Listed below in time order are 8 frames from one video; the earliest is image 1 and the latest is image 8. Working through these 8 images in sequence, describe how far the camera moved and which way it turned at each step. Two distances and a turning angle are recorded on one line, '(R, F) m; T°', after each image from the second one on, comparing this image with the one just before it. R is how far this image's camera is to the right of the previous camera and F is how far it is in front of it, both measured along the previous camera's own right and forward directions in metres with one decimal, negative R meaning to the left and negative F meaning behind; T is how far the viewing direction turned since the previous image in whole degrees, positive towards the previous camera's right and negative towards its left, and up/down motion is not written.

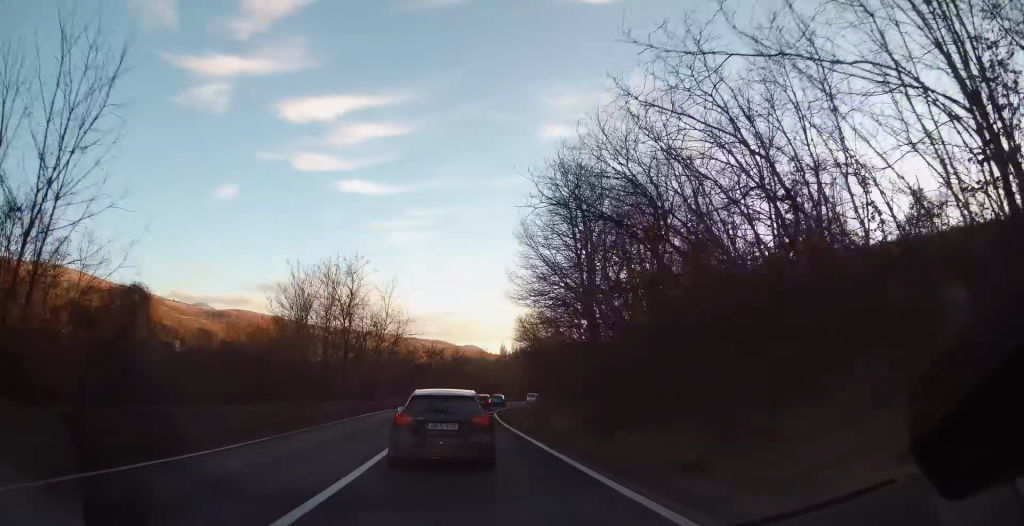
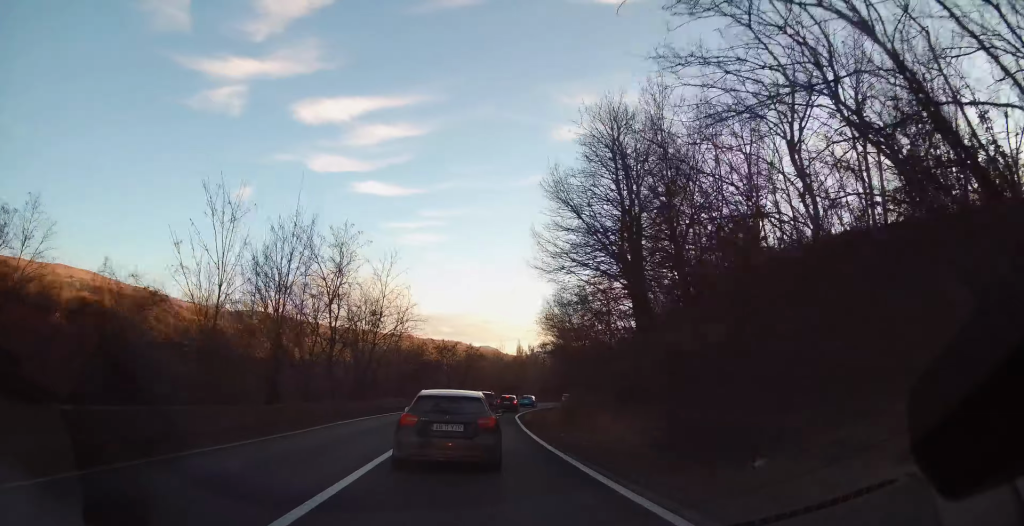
(-0.2, +8.5) m; -2°
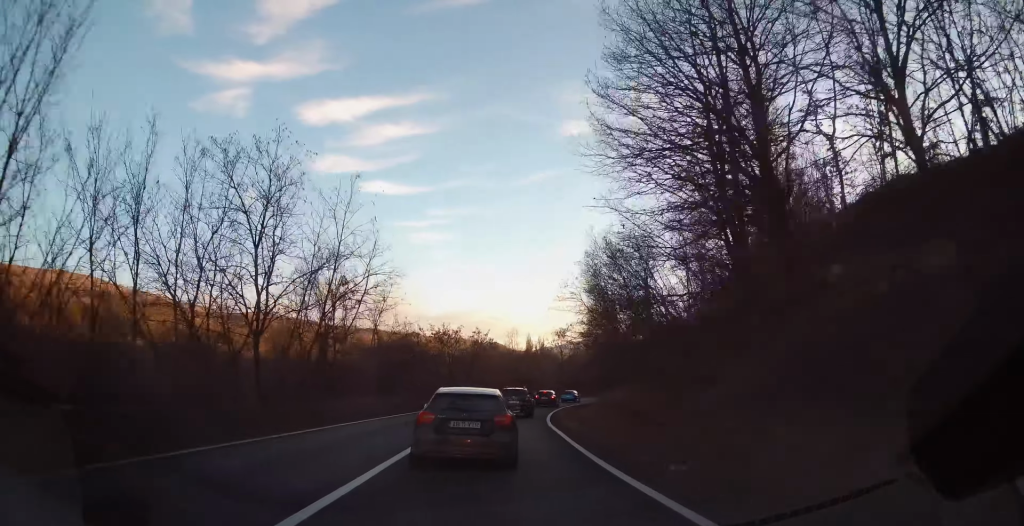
(-0.2, +13.4) m; +1°
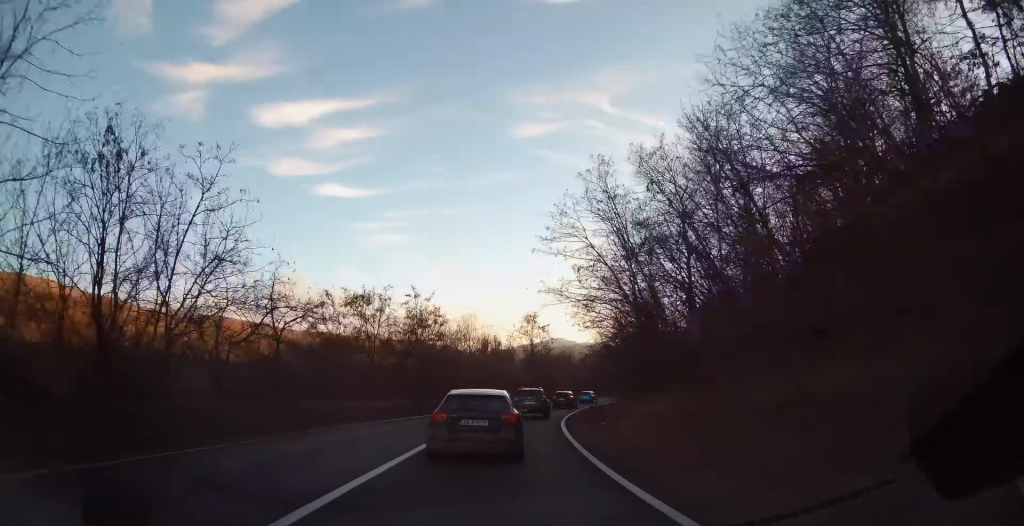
(+0.9, +21.4) m; +5°
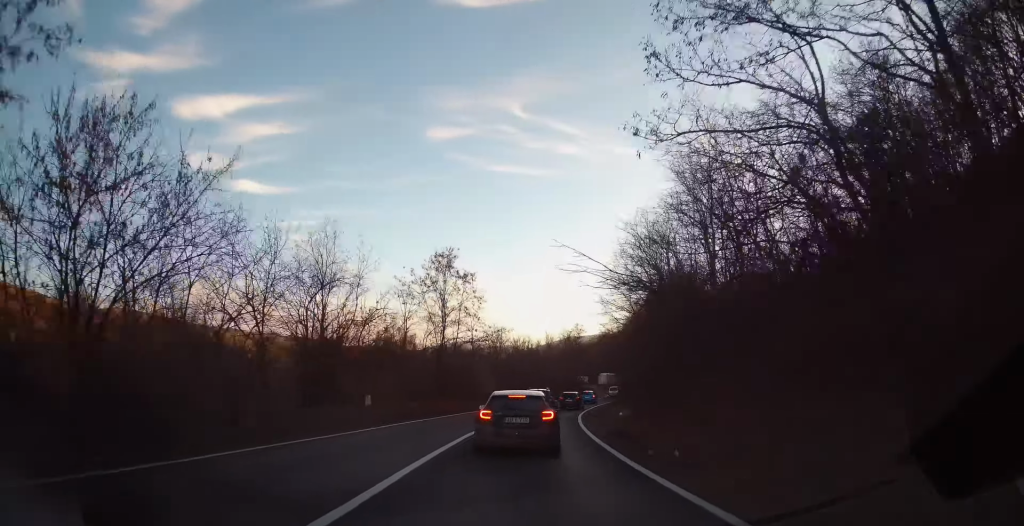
(+3.0, +31.2) m; +11°
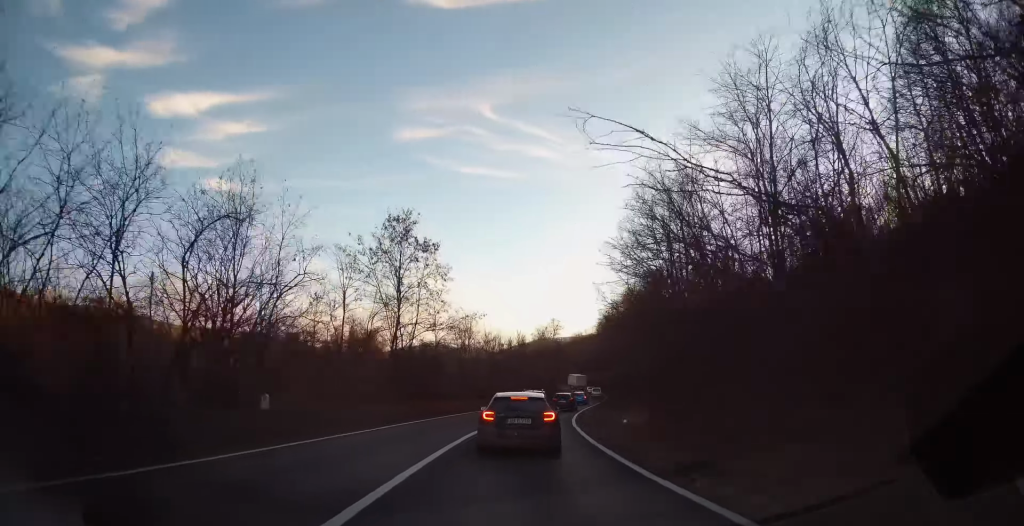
(+0.1, +8.4) m; +2°
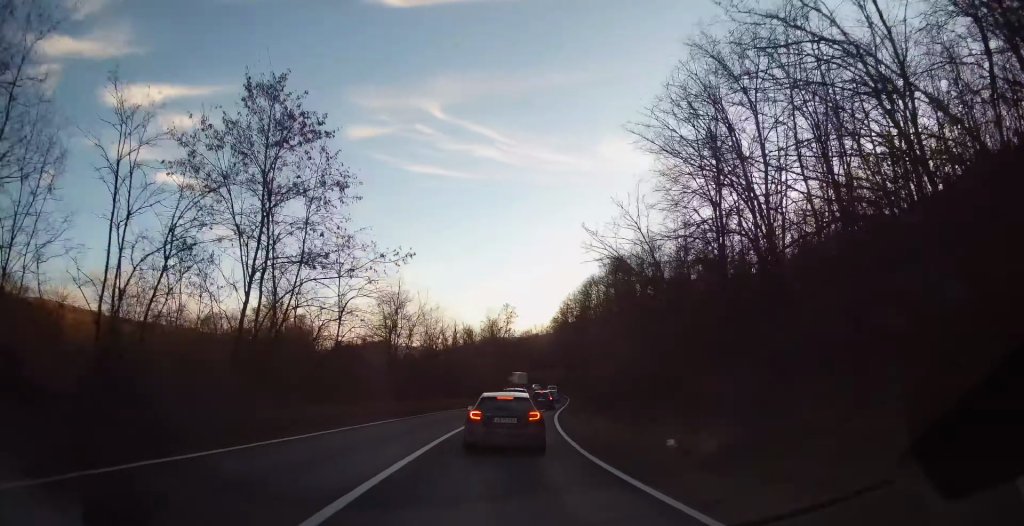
(+0.3, +14.0) m; +3°
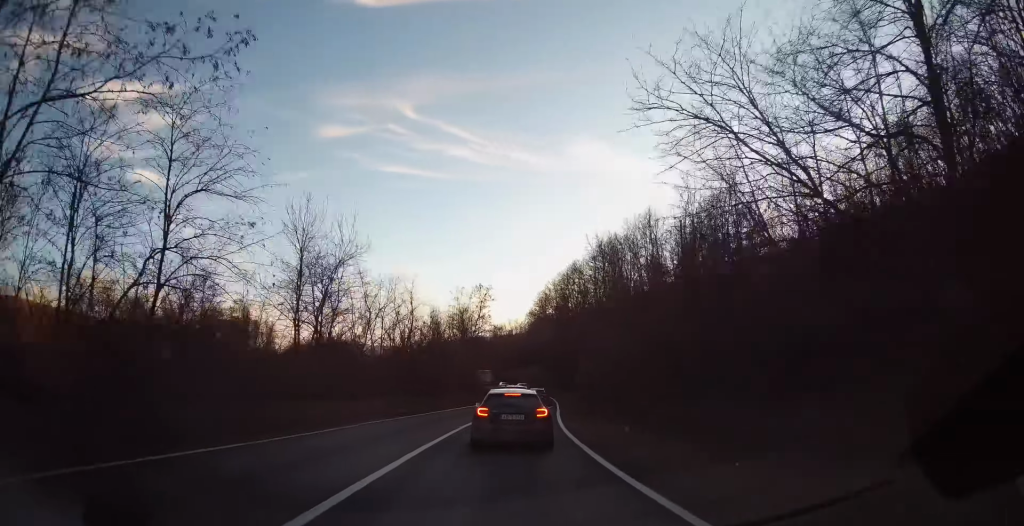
(+0.3, +12.4) m; +4°
